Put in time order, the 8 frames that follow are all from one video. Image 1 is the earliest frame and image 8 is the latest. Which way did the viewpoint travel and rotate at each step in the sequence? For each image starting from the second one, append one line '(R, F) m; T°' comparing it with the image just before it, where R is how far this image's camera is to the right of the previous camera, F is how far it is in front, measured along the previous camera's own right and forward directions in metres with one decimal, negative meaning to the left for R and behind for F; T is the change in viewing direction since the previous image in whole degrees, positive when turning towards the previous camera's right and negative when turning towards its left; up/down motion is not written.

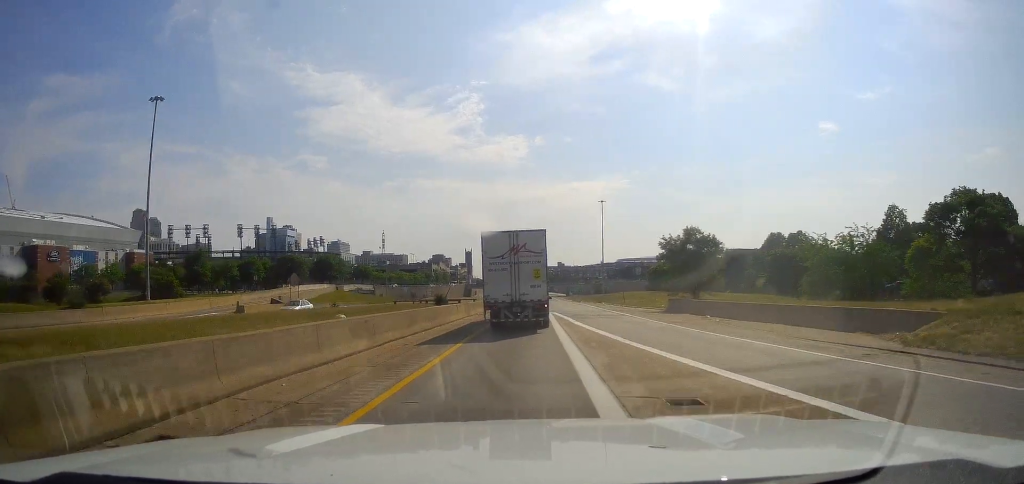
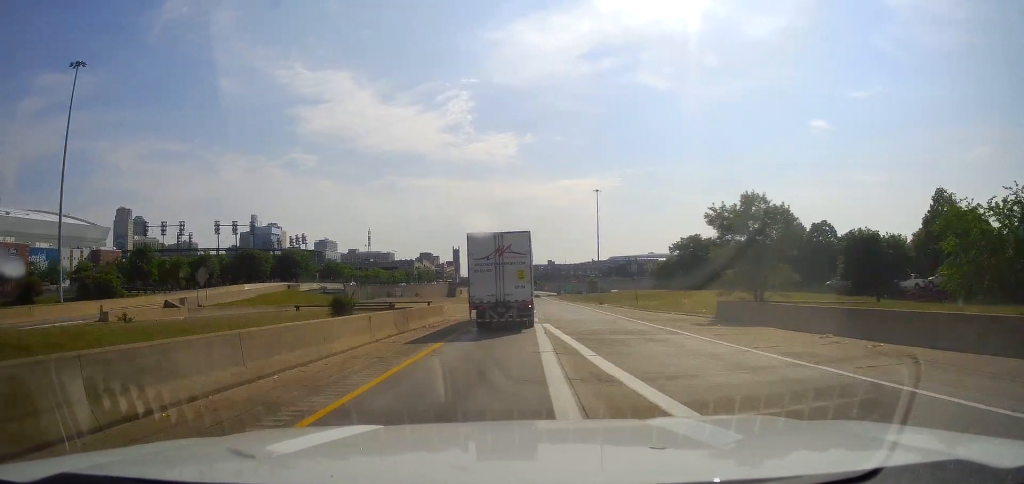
(0.0, +18.3) m; +1°
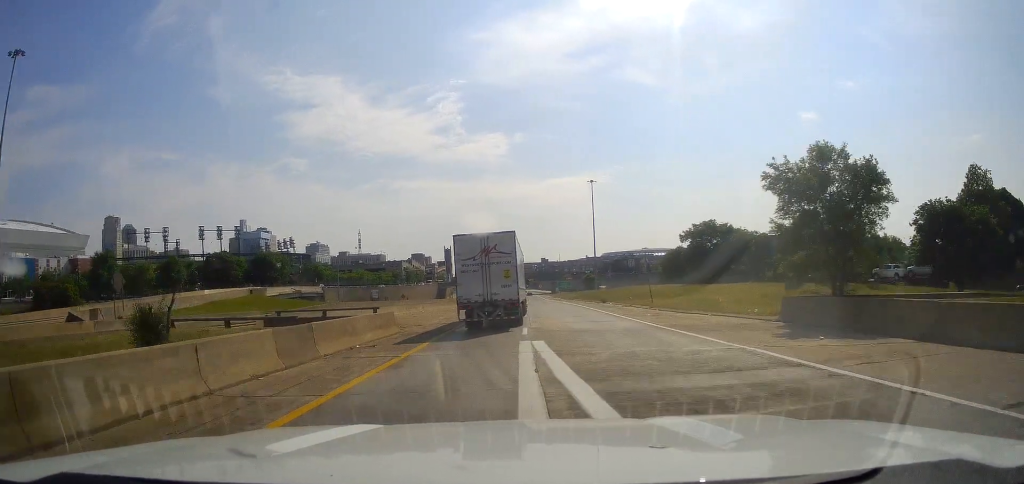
(+0.1, +11.2) m; +2°
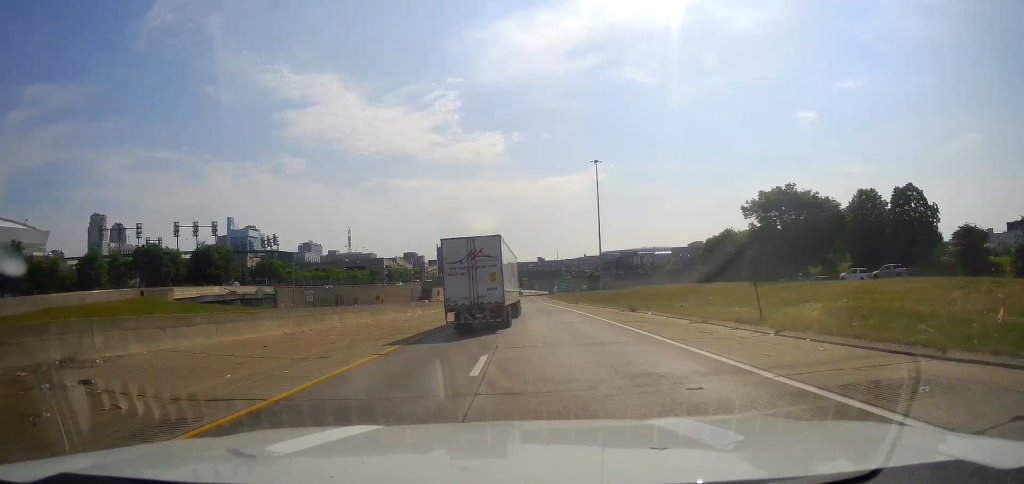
(+1.0, +25.2) m; +2°
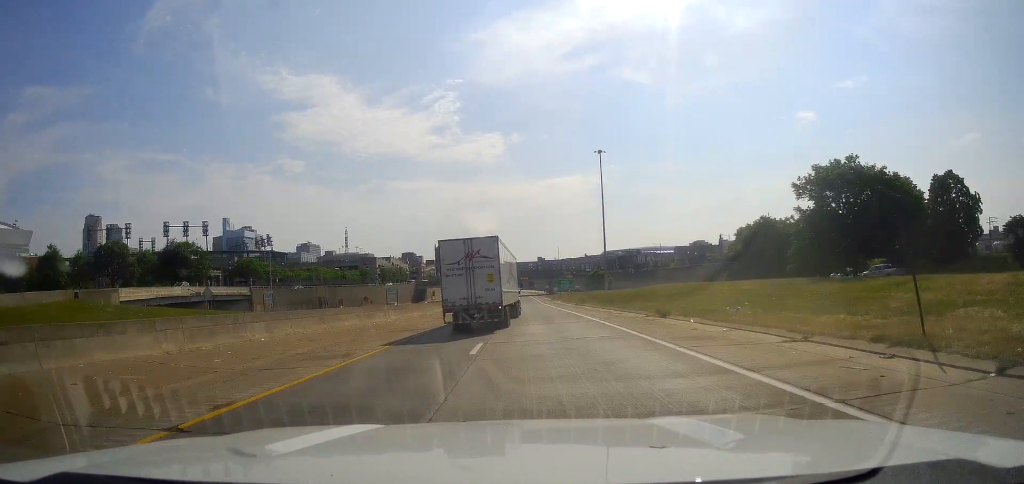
(-0.1, +10.7) m; -1°
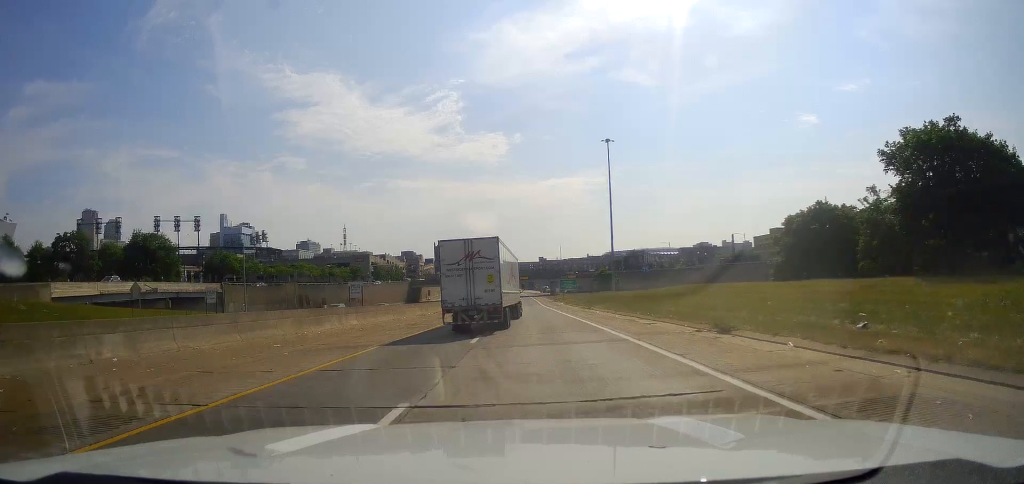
(-0.3, +10.8) m; -1°
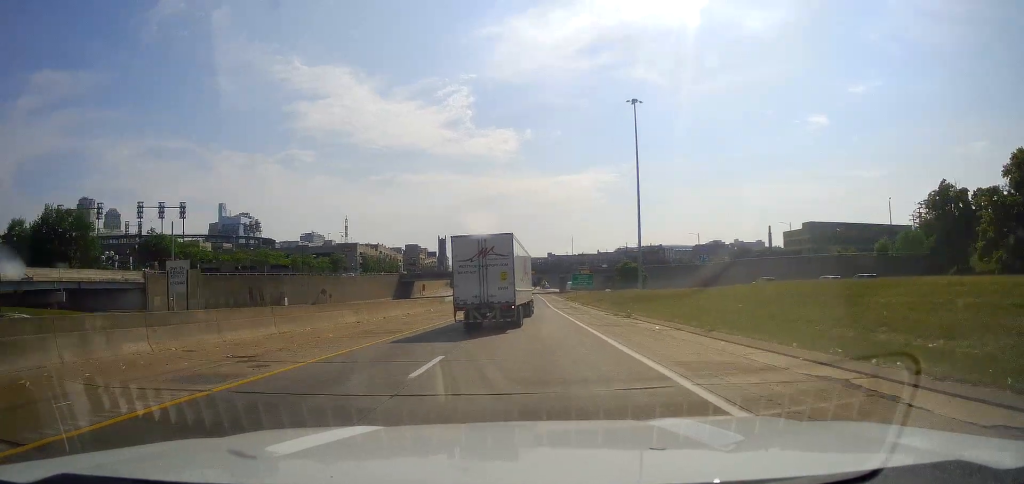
(-0.1, +24.0) m; -1°
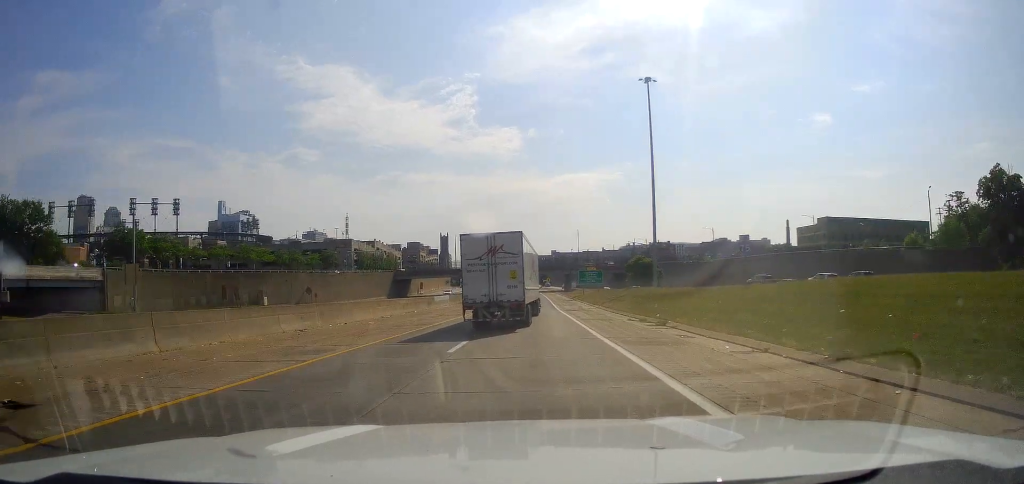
(-0.1, +9.8) m; 0°
